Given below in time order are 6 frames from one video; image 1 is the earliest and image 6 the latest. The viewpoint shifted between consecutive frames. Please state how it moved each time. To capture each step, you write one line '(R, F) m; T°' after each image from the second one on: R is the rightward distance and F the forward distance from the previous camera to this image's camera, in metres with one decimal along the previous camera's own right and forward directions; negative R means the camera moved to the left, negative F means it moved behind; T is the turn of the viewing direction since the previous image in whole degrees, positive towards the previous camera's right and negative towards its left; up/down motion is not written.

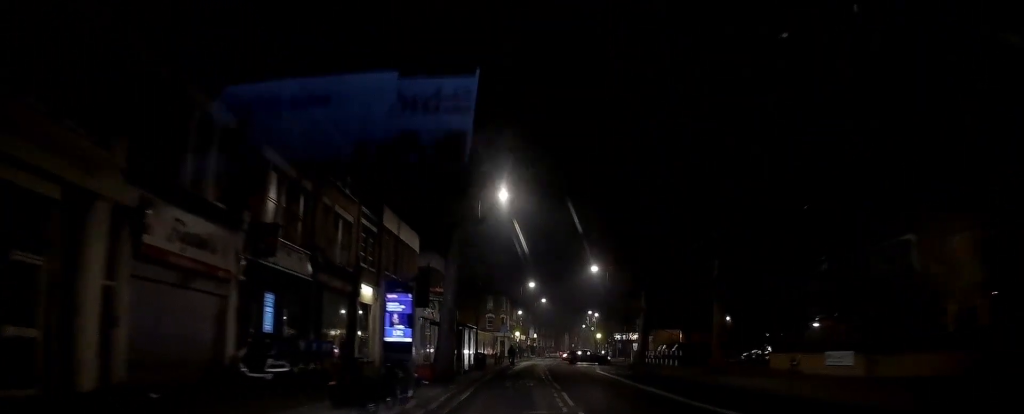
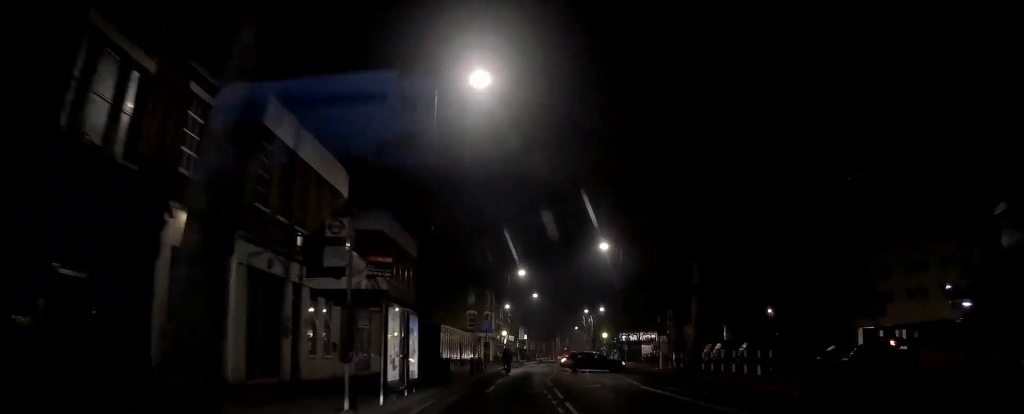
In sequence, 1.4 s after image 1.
(+0.1, +16.4) m; 0°
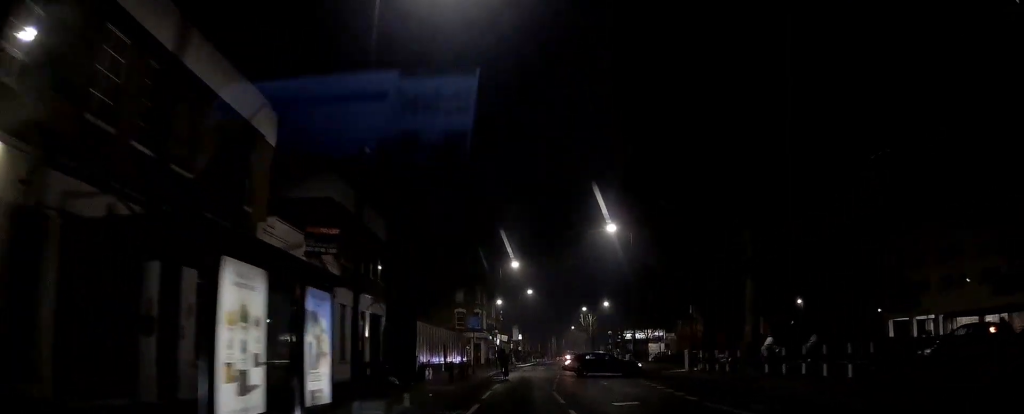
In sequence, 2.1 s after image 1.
(0.0, +8.2) m; 0°
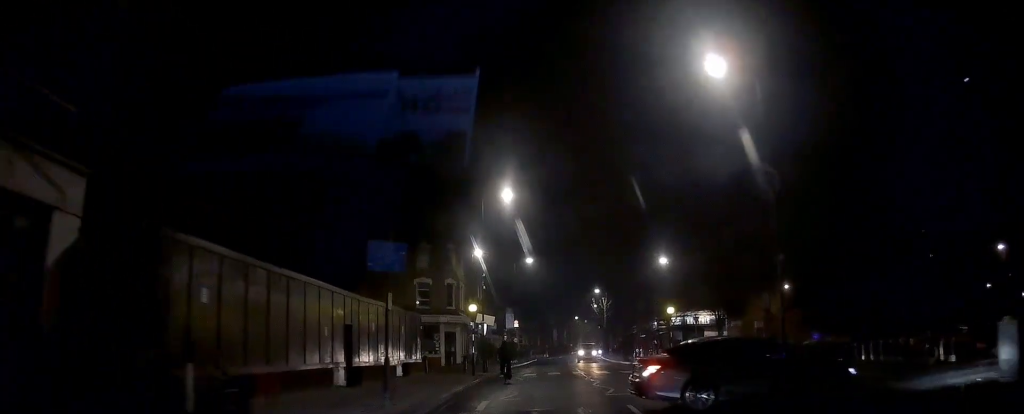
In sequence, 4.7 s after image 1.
(+0.7, +27.8) m; +2°
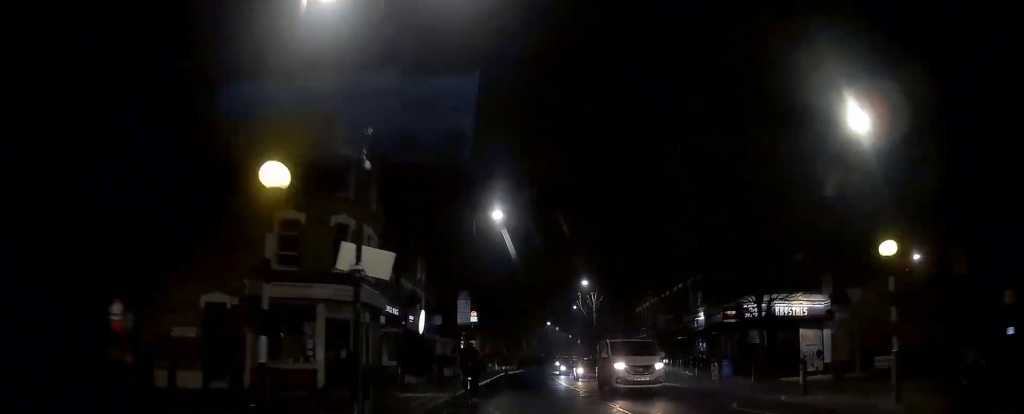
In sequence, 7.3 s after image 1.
(+0.8, +22.8) m; +4°
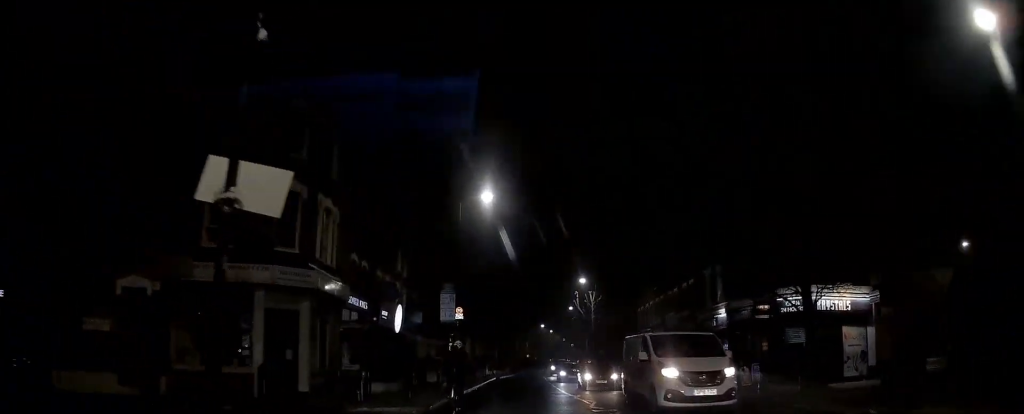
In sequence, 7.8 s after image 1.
(0.0, +4.4) m; 0°
